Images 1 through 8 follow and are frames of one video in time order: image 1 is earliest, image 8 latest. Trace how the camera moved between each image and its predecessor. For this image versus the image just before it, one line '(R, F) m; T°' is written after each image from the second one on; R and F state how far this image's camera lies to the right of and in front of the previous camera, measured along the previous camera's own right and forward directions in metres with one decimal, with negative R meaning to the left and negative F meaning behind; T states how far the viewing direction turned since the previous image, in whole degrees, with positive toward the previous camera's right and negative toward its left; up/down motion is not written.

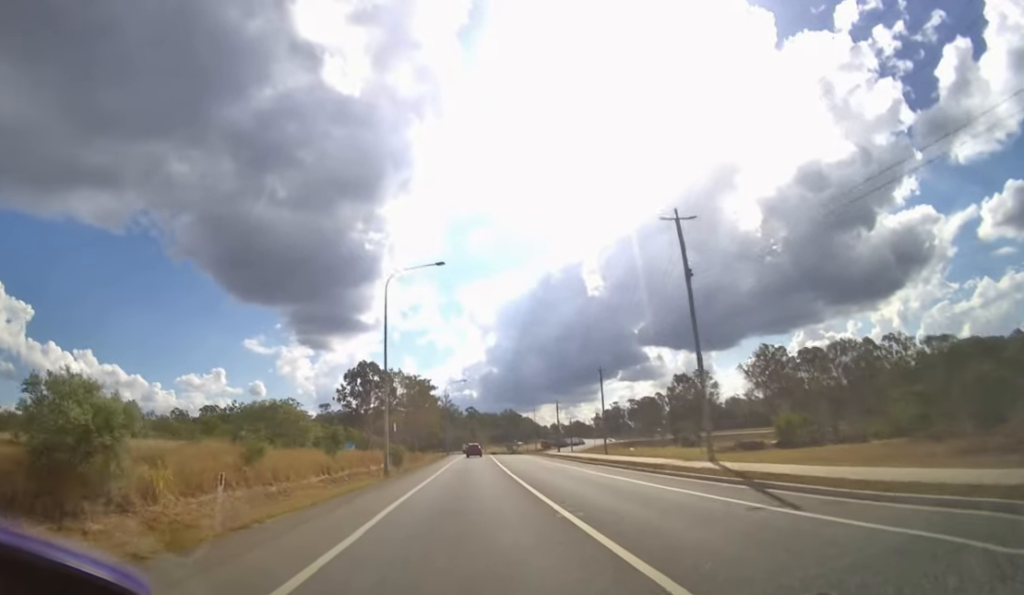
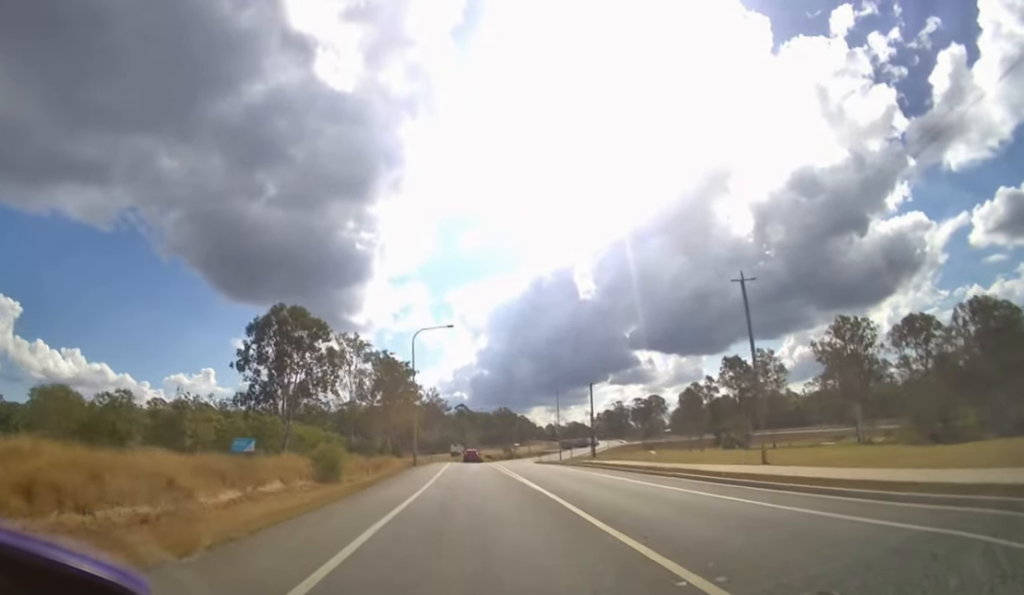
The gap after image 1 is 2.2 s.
(+0.4, +42.7) m; +1°
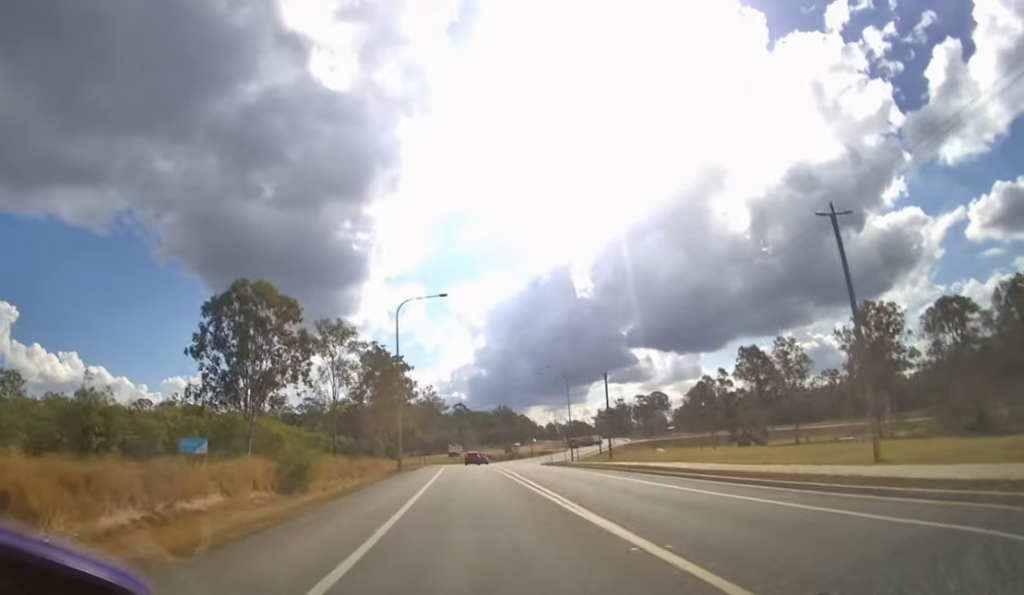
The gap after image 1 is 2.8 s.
(0.0, +11.5) m; 0°
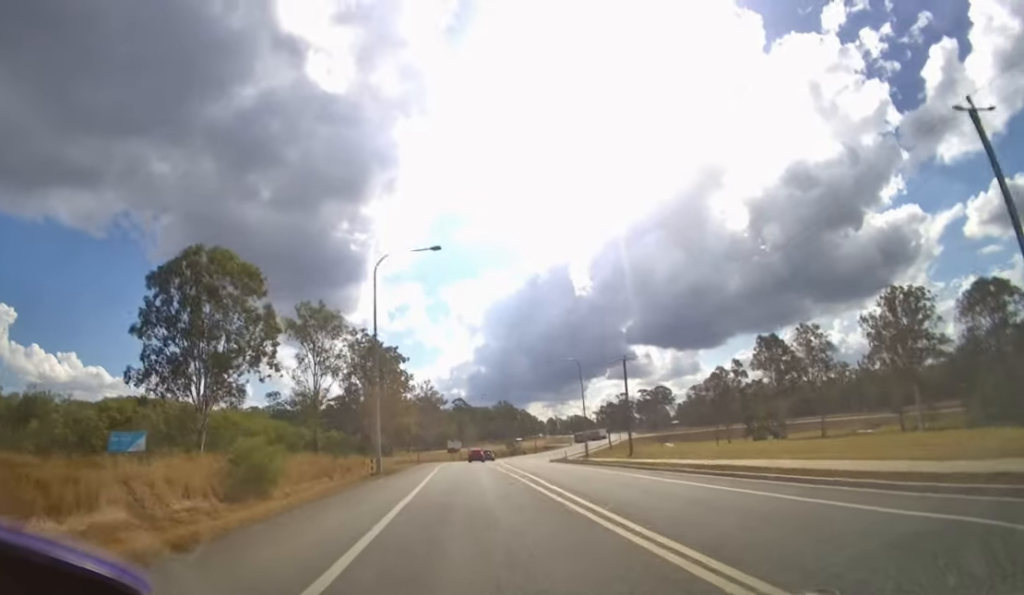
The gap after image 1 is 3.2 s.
(0.0, +9.7) m; 0°
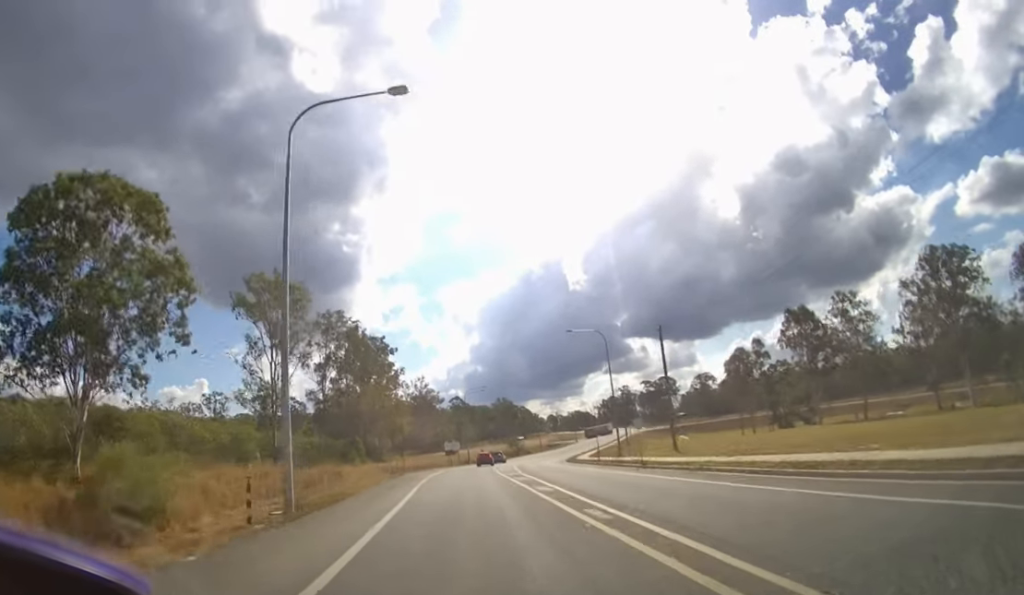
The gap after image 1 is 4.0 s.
(0.0, +14.7) m; 0°
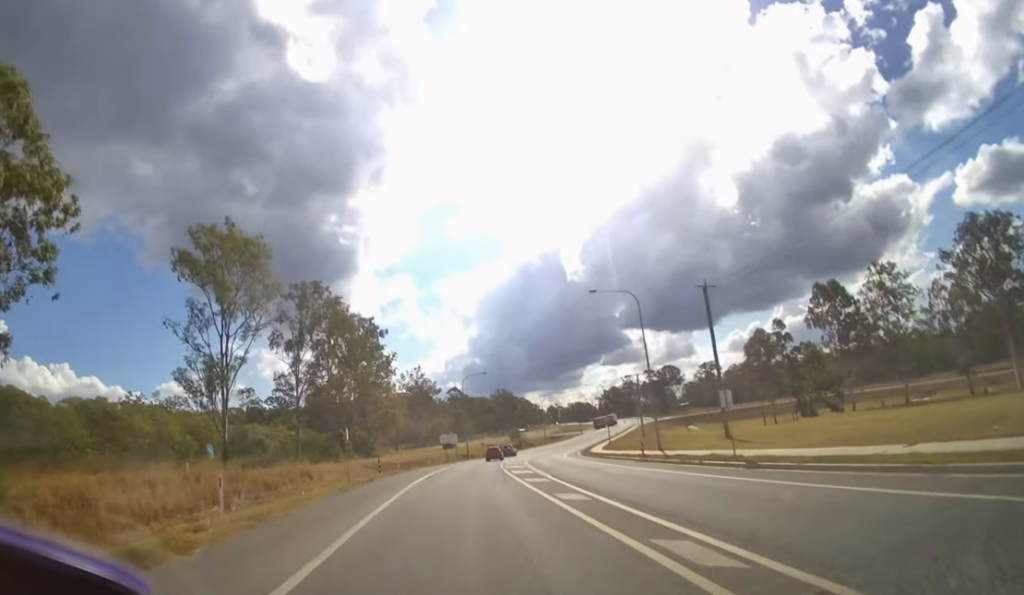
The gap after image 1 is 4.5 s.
(0.0, +10.7) m; 0°
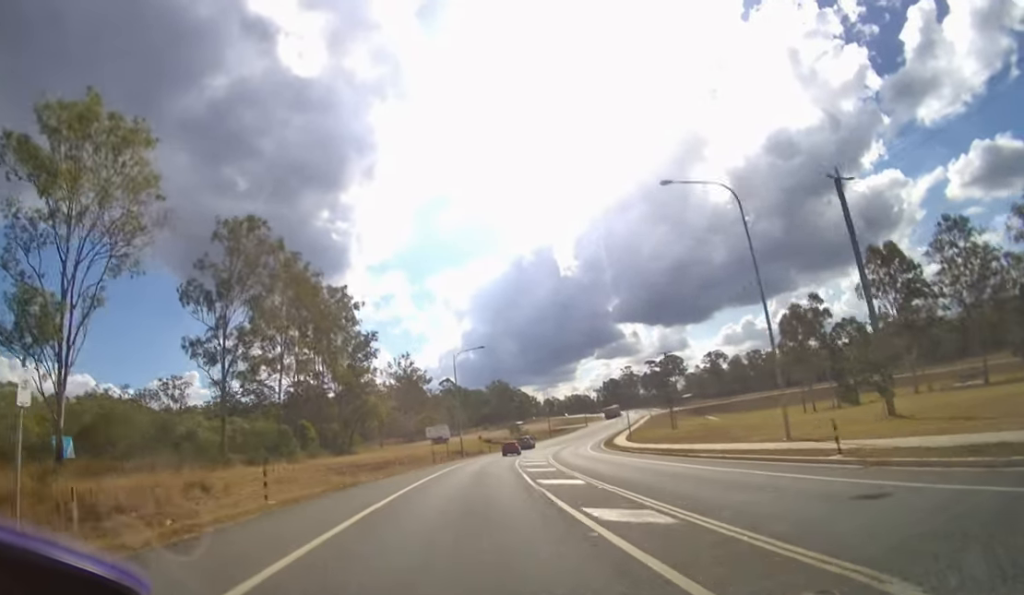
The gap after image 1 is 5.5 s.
(+0.1, +17.0) m; +1°
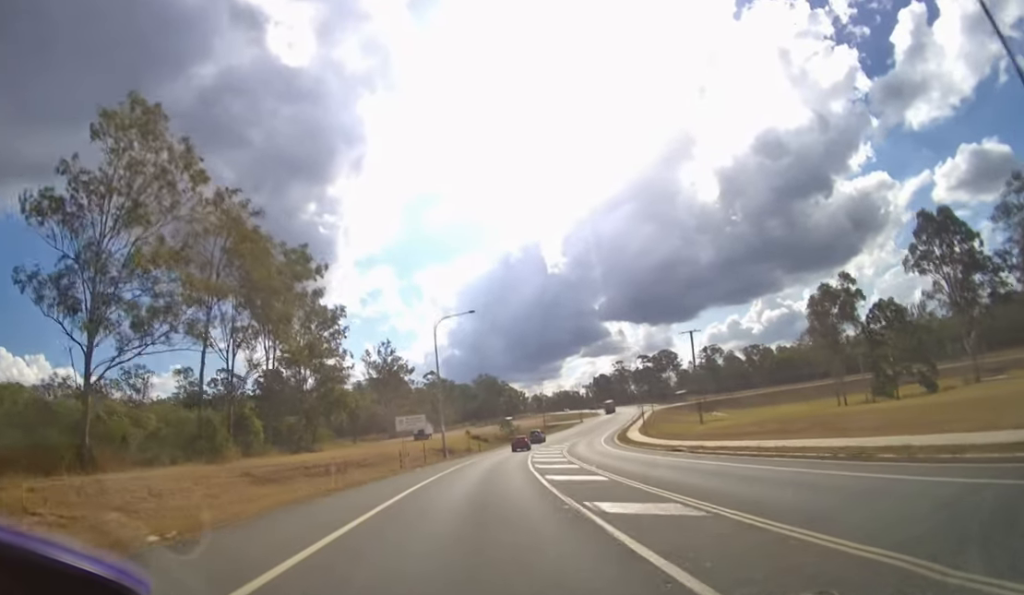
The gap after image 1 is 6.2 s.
(+0.1, +13.3) m; +2°
